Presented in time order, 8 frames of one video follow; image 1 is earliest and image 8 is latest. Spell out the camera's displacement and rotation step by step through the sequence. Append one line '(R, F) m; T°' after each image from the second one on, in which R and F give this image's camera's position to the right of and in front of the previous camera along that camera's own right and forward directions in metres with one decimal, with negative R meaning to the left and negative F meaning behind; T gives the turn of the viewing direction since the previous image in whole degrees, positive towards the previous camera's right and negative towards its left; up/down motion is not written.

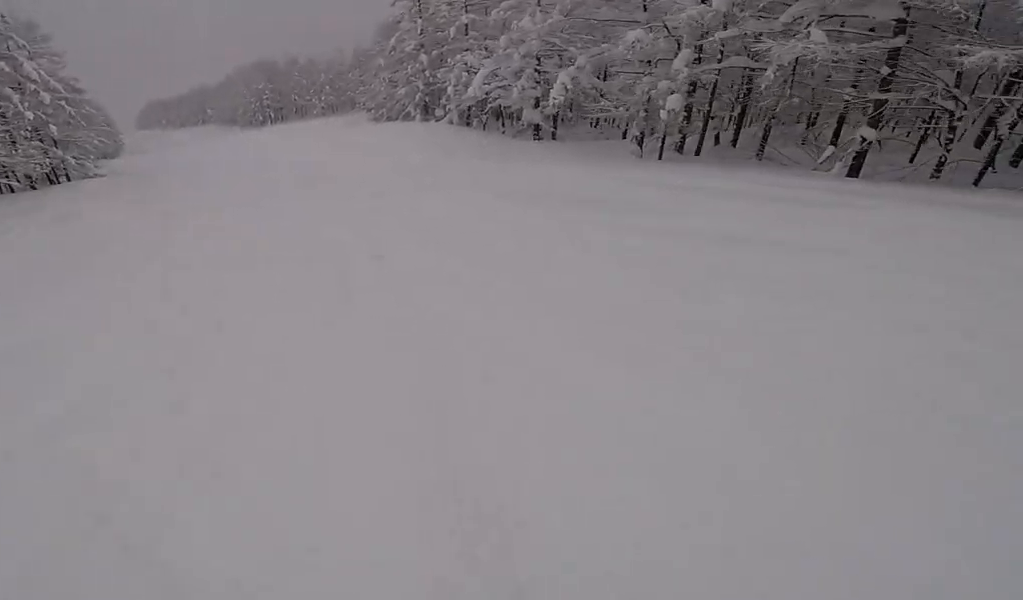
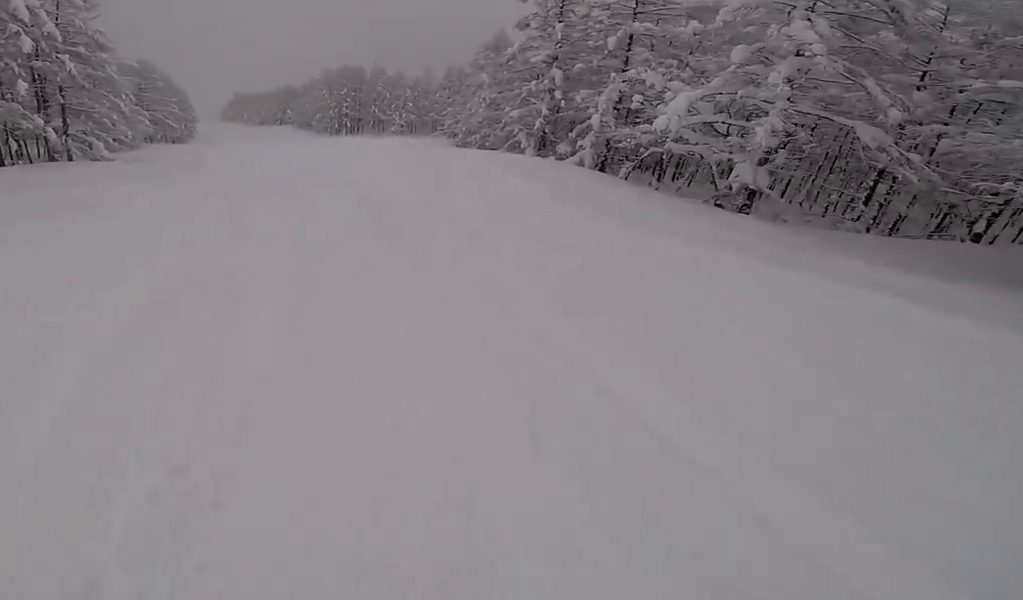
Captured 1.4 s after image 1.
(+1.1, +12.4) m; -3°
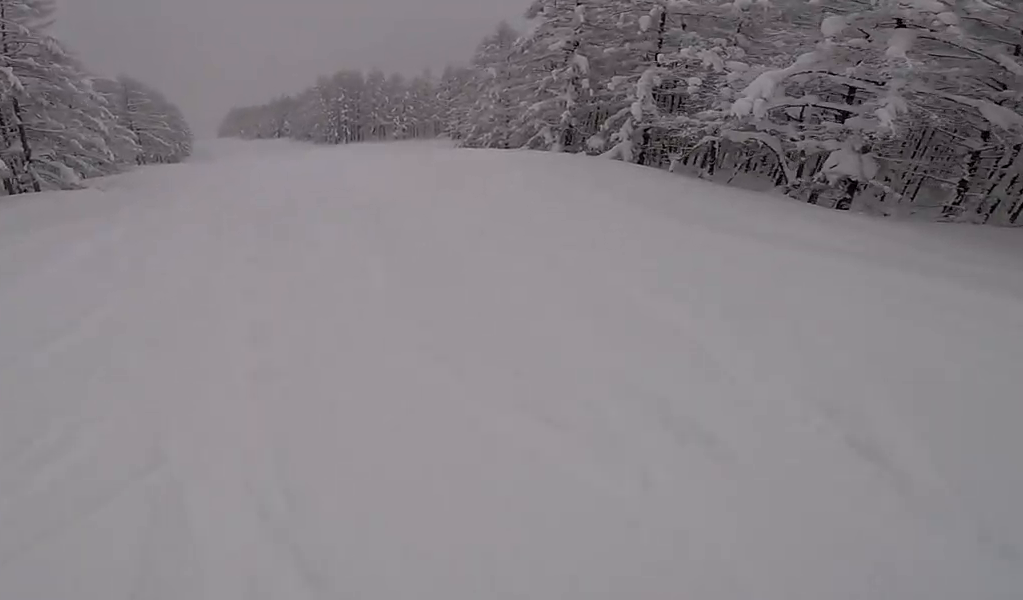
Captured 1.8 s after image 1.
(-0.6, +4.2) m; -5°
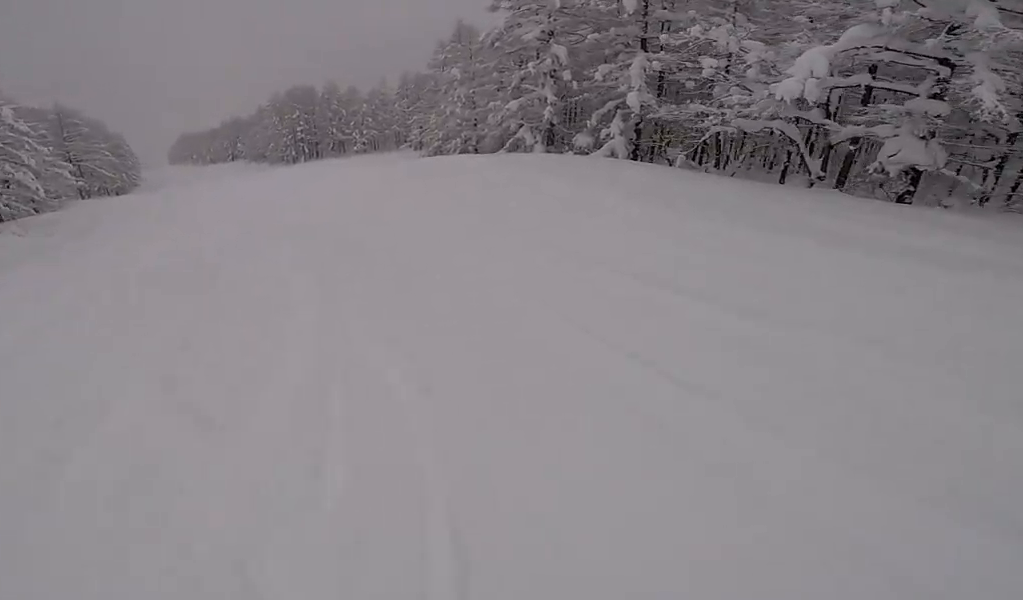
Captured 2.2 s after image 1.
(-0.2, +3.7) m; -3°
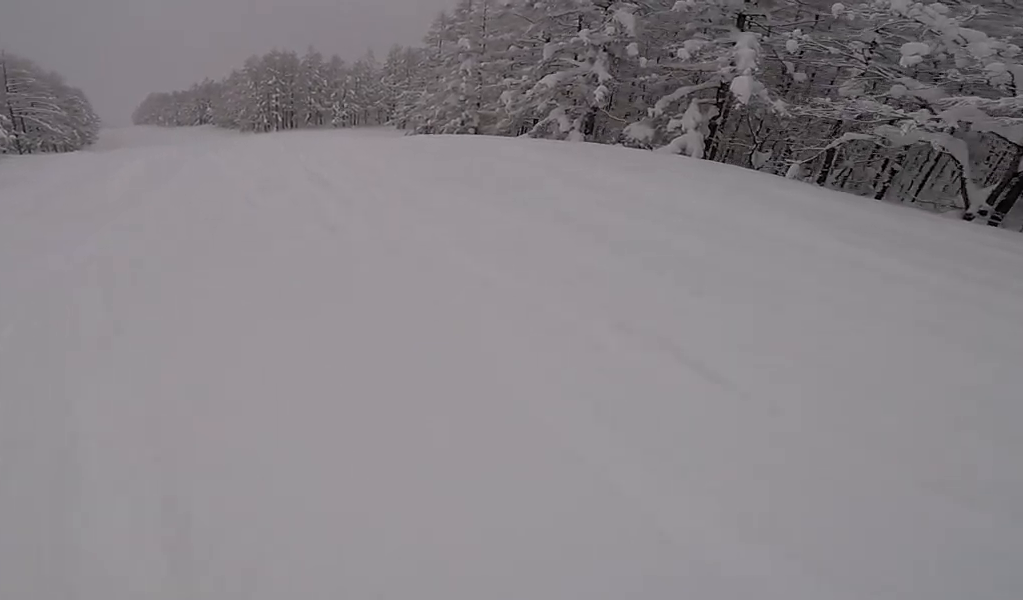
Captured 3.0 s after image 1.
(0.0, +7.1) m; 0°
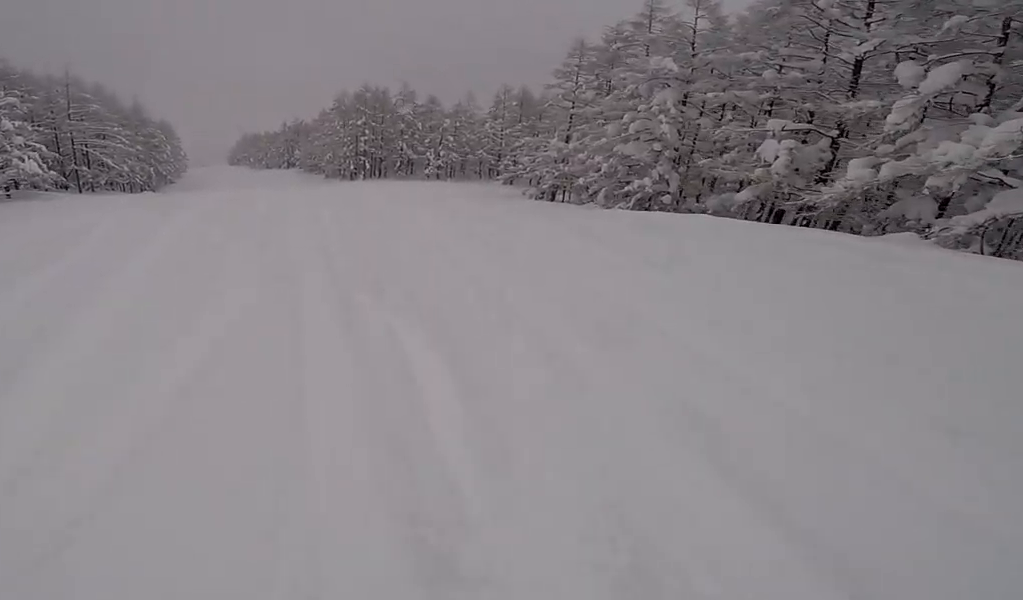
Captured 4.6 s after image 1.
(-0.7, +14.6) m; -5°
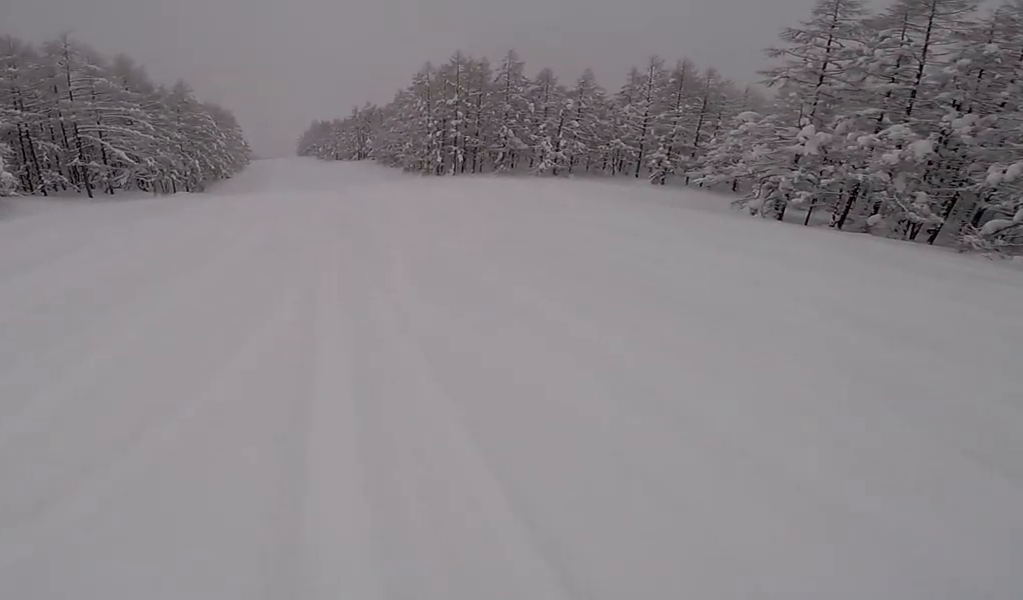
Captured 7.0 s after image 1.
(+1.3, +20.1) m; +1°
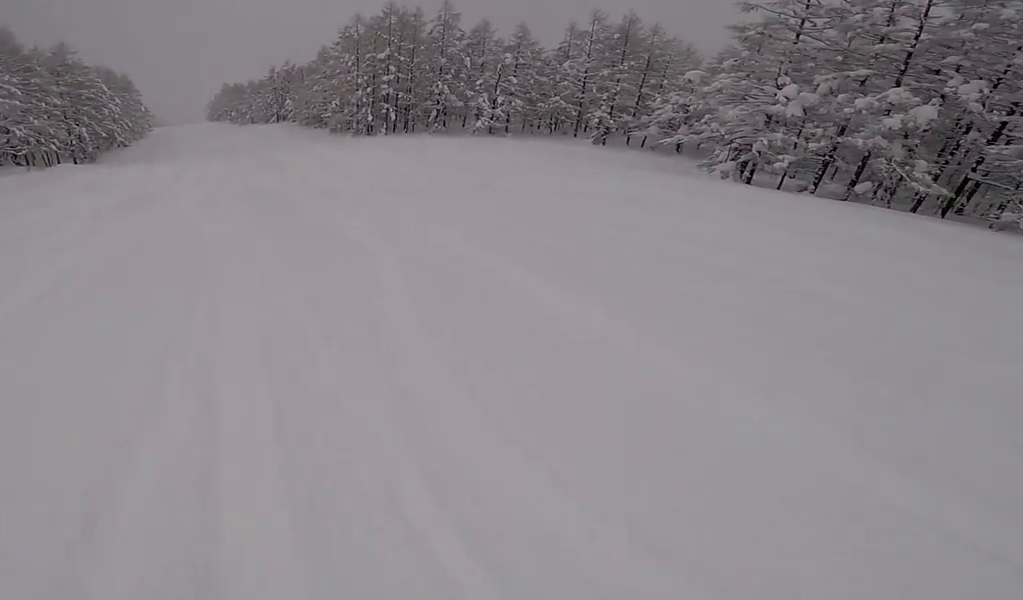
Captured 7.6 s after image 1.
(-0.4, +5.2) m; -4°
